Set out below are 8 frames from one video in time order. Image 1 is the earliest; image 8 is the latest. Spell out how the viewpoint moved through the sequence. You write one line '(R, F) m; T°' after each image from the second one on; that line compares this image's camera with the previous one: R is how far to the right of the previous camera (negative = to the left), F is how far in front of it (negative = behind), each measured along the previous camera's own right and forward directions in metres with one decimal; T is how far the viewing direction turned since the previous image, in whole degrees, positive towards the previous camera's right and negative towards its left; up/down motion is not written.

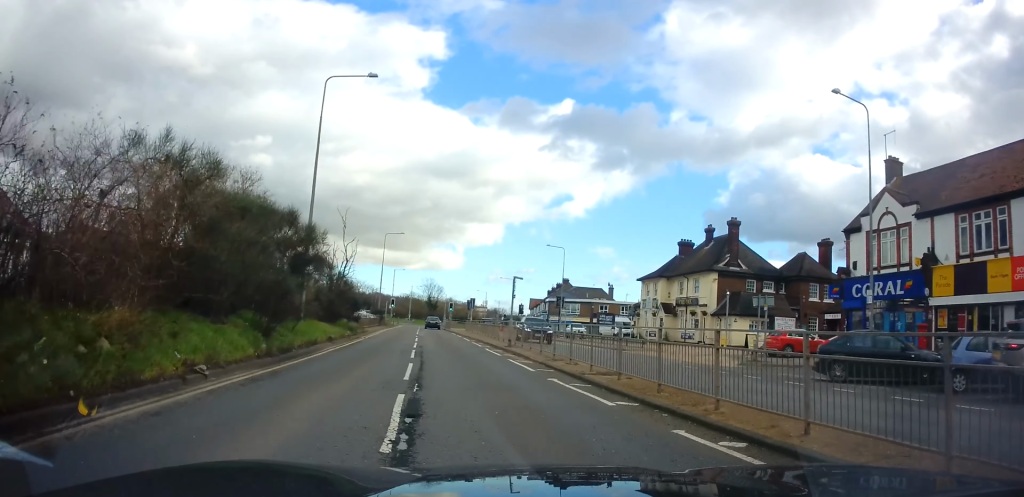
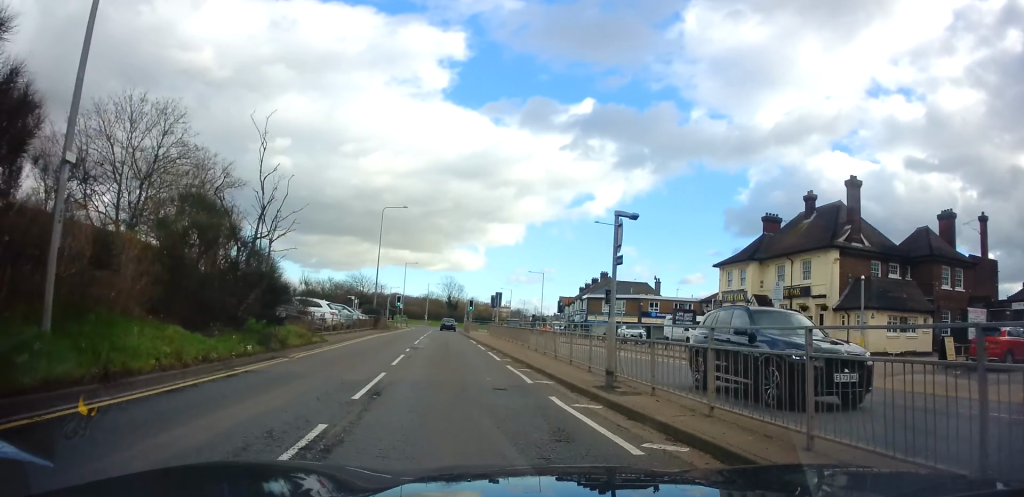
(0.0, +14.5) m; -2°
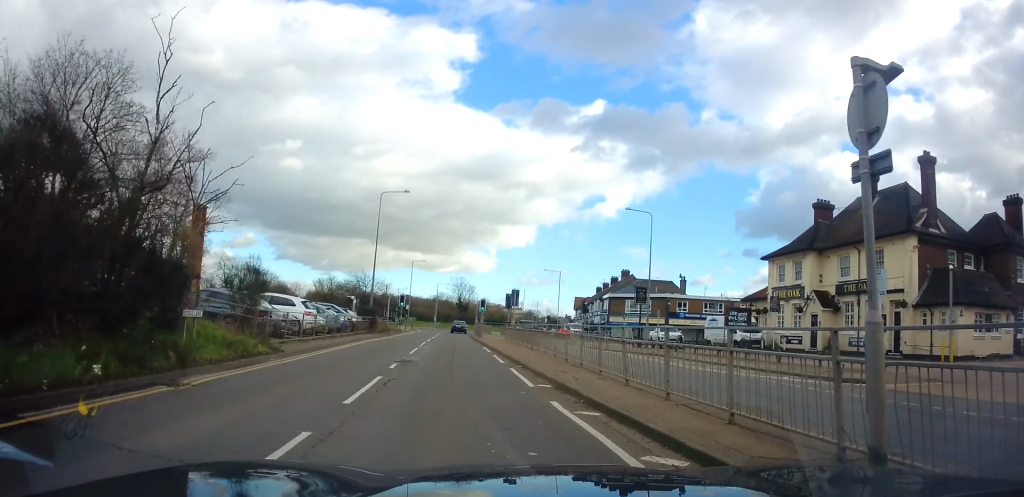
(+0.1, +6.3) m; -1°
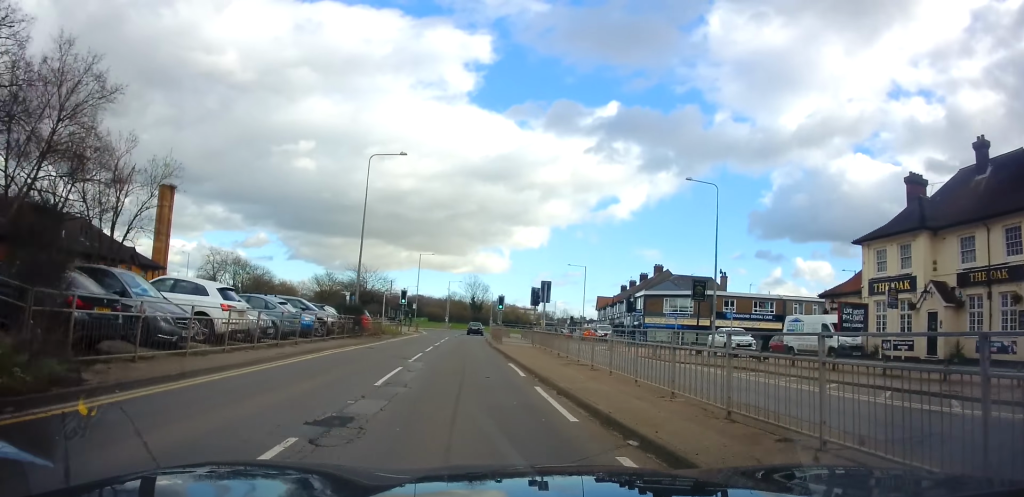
(-0.4, +9.4) m; -2°
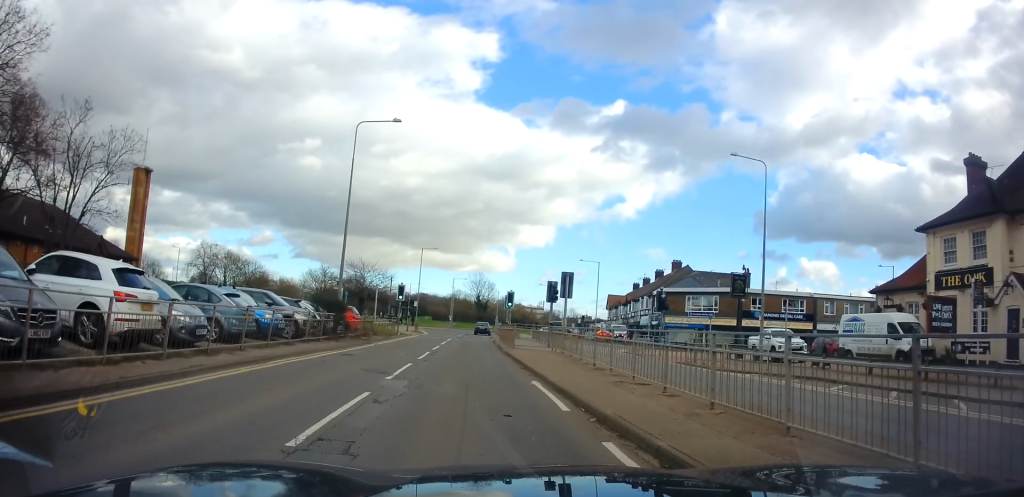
(0.0, +5.1) m; -1°
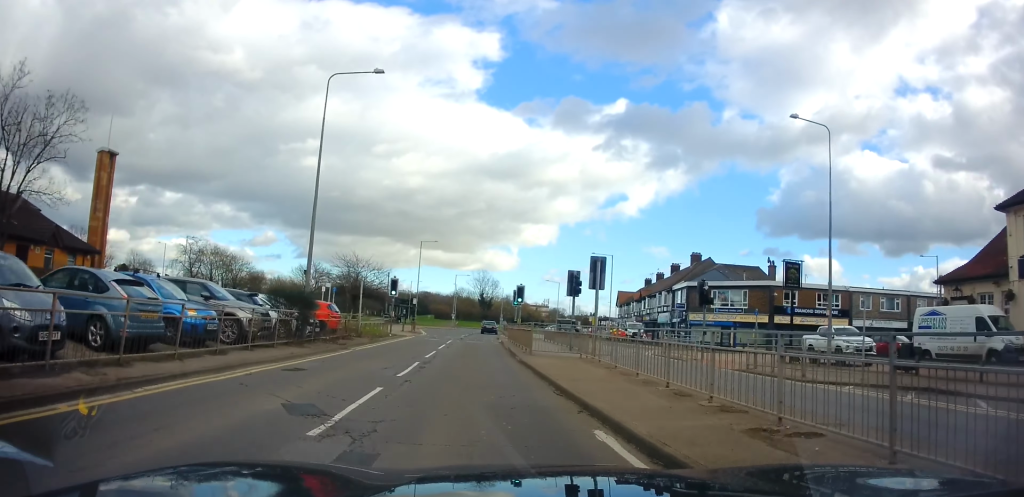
(+0.1, +5.5) m; -1°
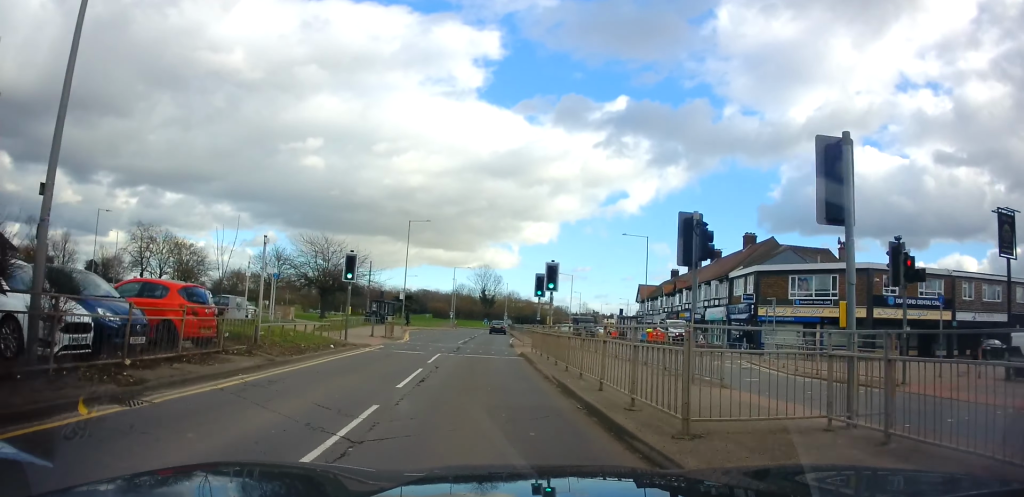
(-0.5, +14.0) m; -1°
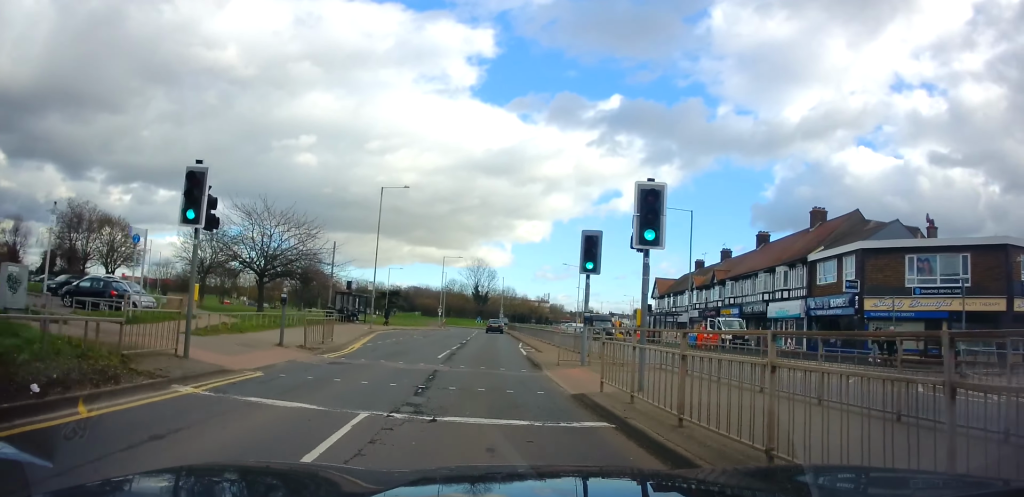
(+0.3, +13.2) m; +2°
